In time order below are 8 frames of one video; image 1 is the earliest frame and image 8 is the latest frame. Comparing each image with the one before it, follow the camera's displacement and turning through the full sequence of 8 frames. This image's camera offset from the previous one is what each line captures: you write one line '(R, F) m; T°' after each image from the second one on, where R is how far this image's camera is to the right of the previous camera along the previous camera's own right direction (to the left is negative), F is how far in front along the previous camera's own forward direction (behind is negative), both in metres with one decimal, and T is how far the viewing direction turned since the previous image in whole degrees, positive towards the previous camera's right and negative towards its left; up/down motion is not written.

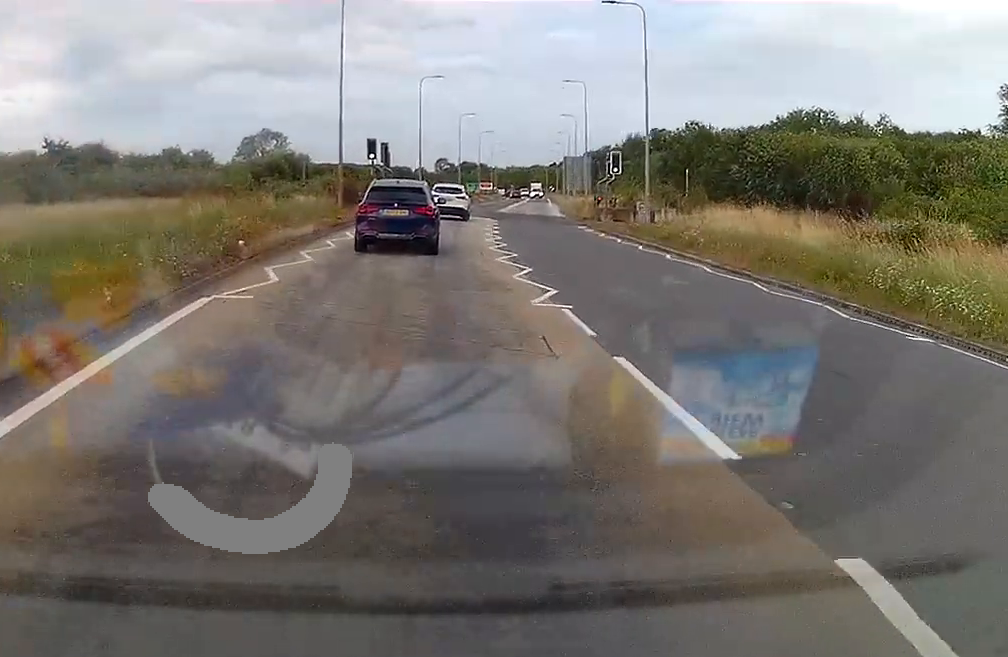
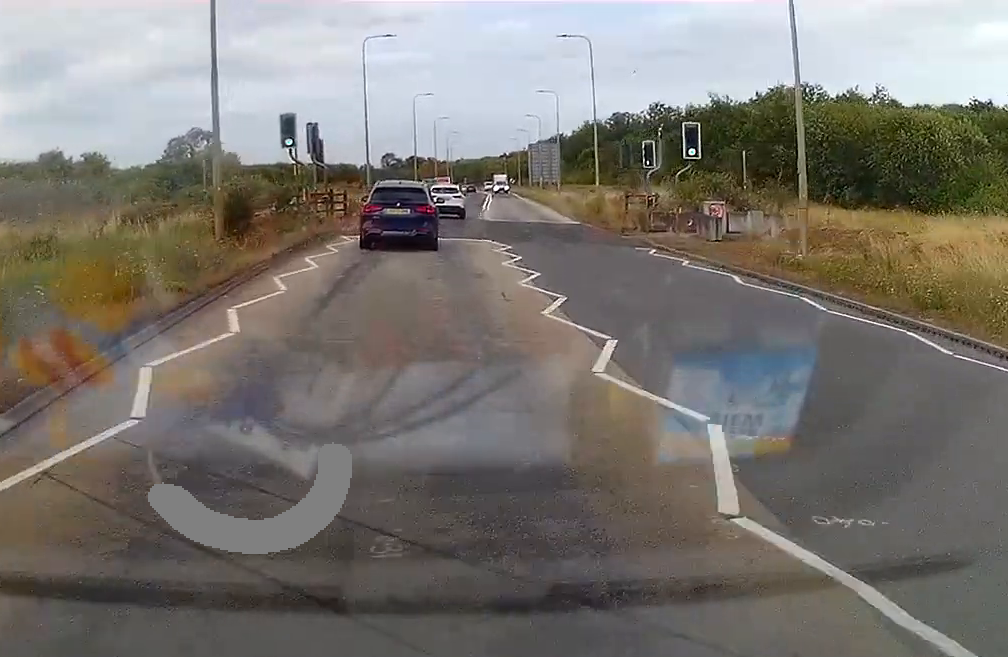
(+0.7, +21.9) m; +4°
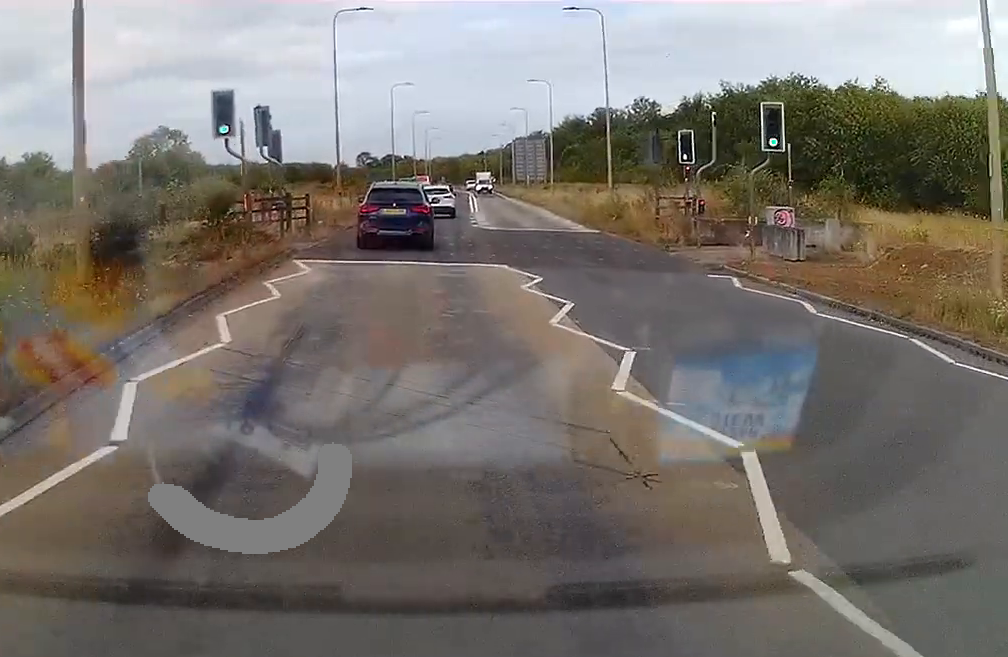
(+0.1, +9.0) m; +2°
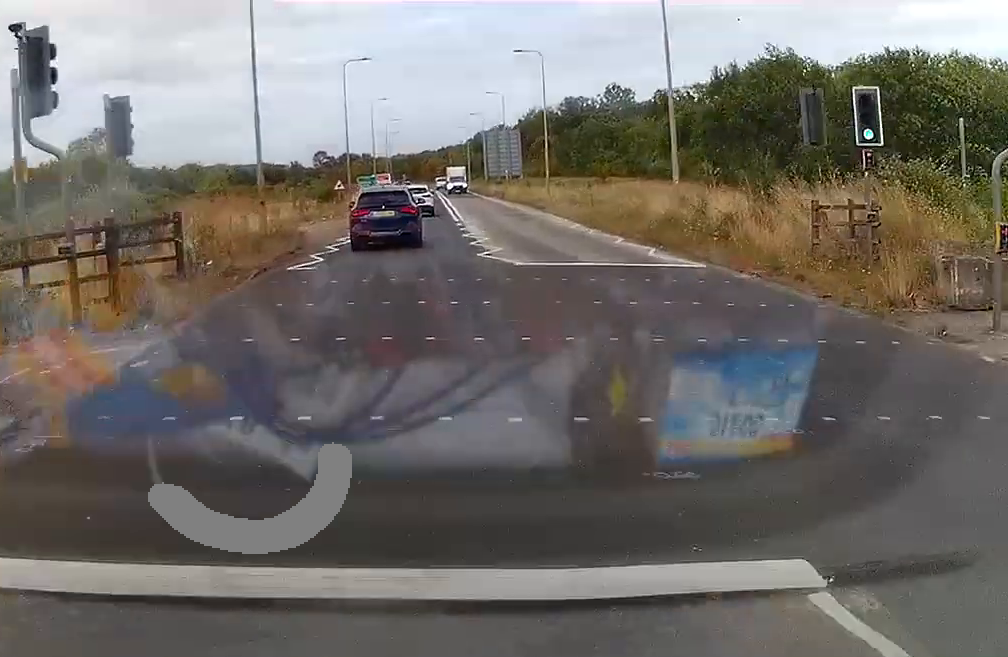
(+0.4, +17.1) m; +1°
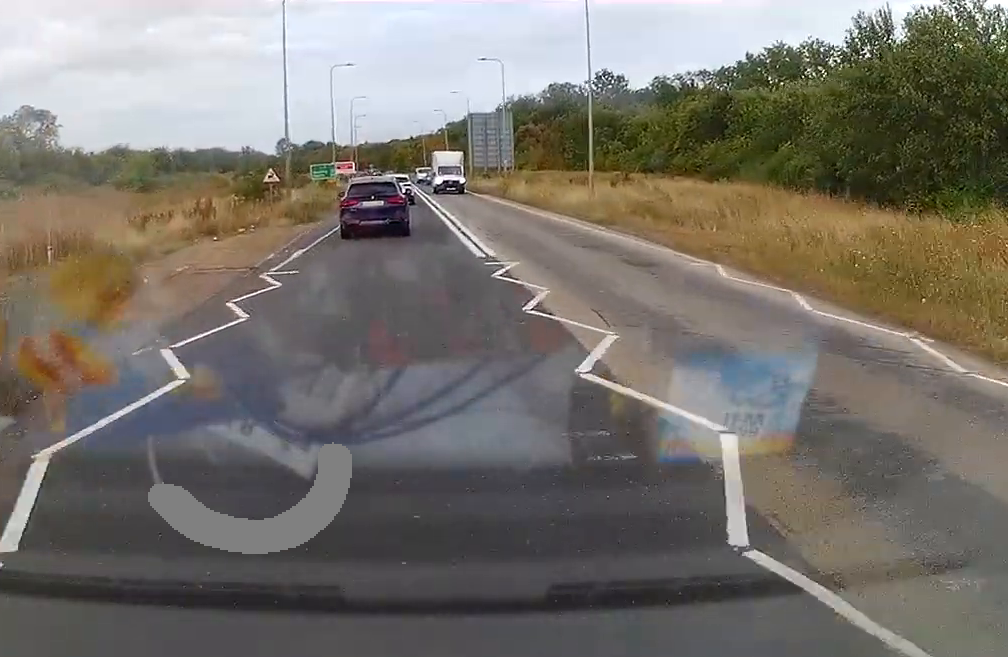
(+0.1, +23.5) m; 0°
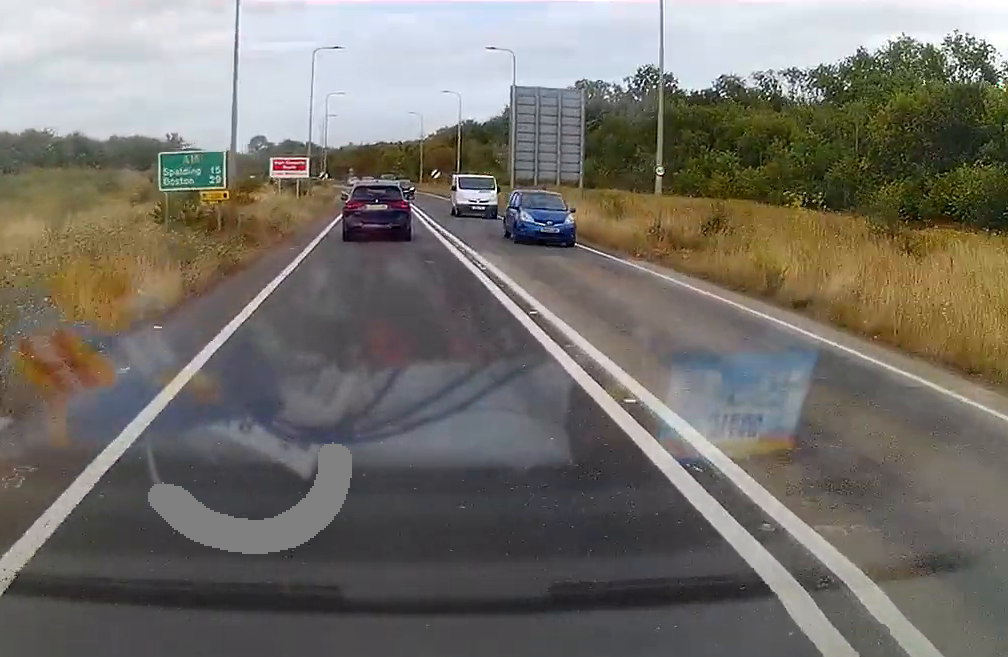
(+1.3, +47.3) m; +2°
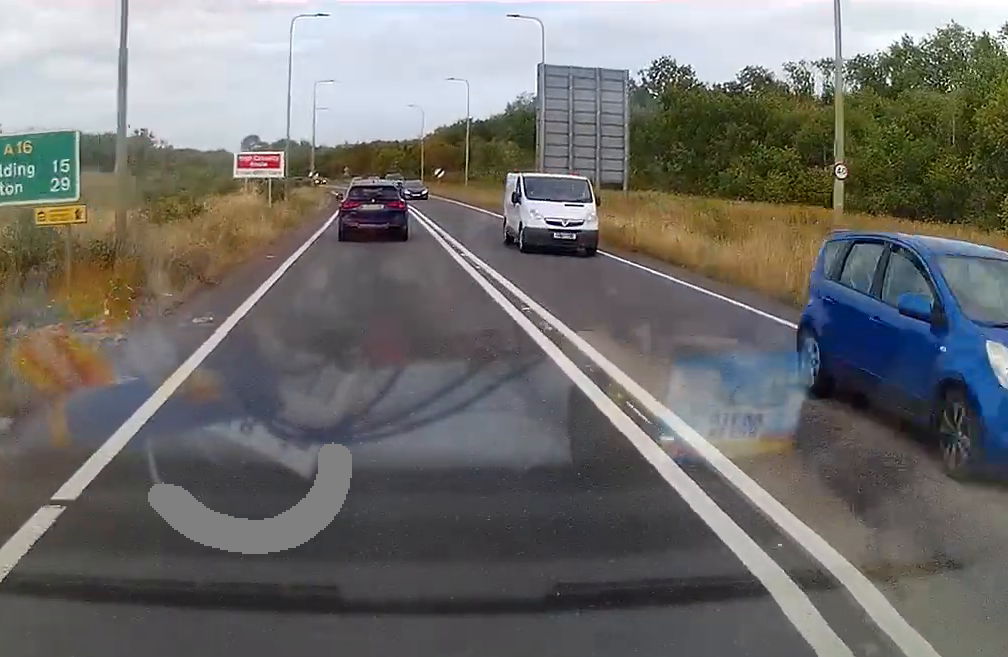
(0.0, +13.2) m; 0°
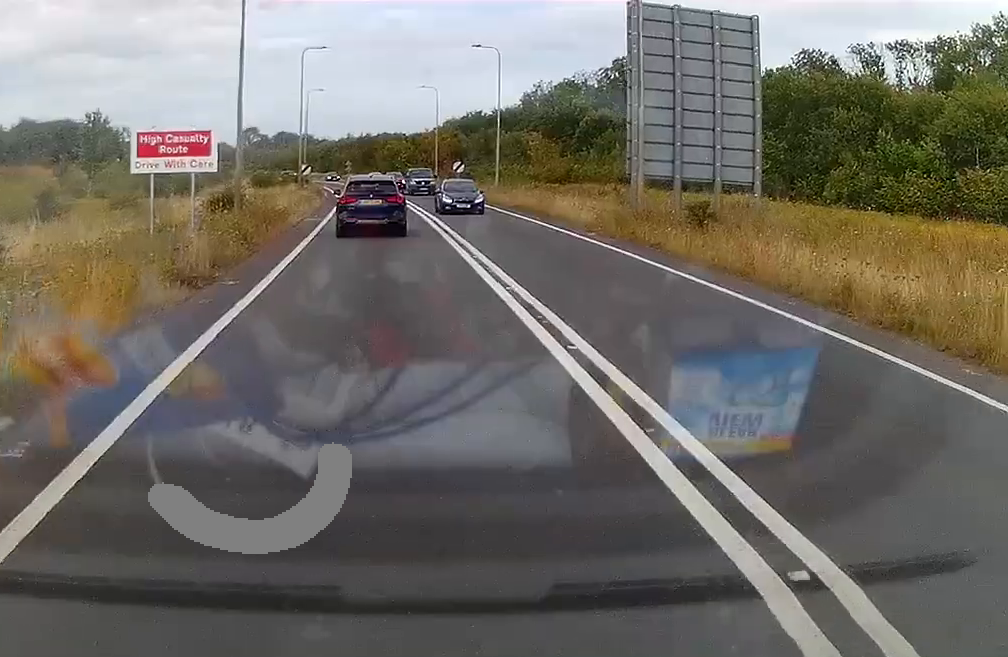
(-0.1, +19.3) m; 0°
